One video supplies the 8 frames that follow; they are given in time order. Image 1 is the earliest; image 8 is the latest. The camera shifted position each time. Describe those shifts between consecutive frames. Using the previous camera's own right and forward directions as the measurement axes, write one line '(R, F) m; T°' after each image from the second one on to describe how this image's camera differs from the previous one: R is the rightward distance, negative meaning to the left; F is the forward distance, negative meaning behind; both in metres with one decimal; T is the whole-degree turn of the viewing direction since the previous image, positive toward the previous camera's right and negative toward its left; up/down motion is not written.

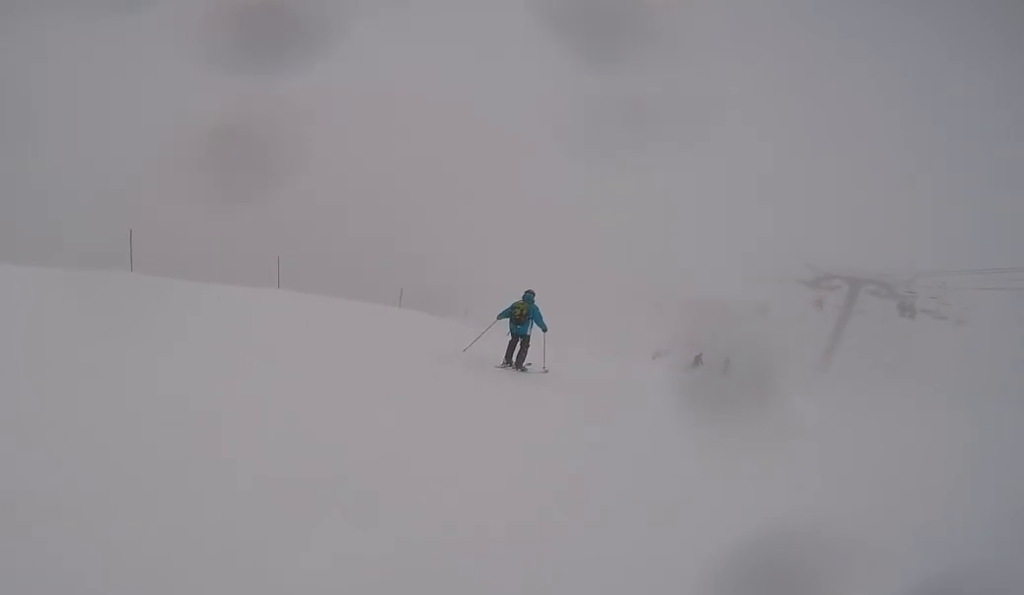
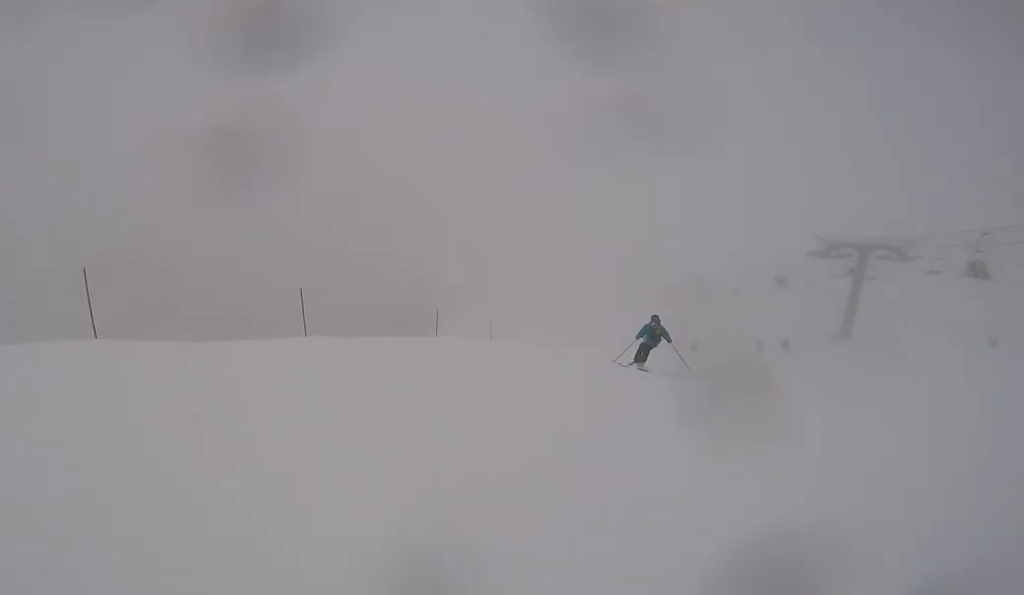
(-0.7, +4.4) m; +9°
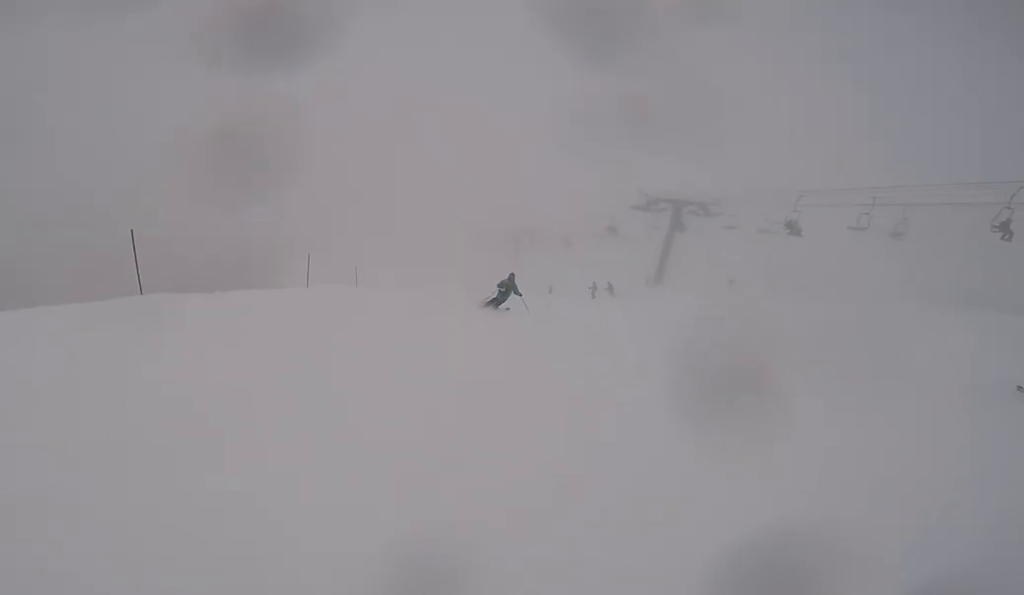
(+0.6, +2.2) m; +23°
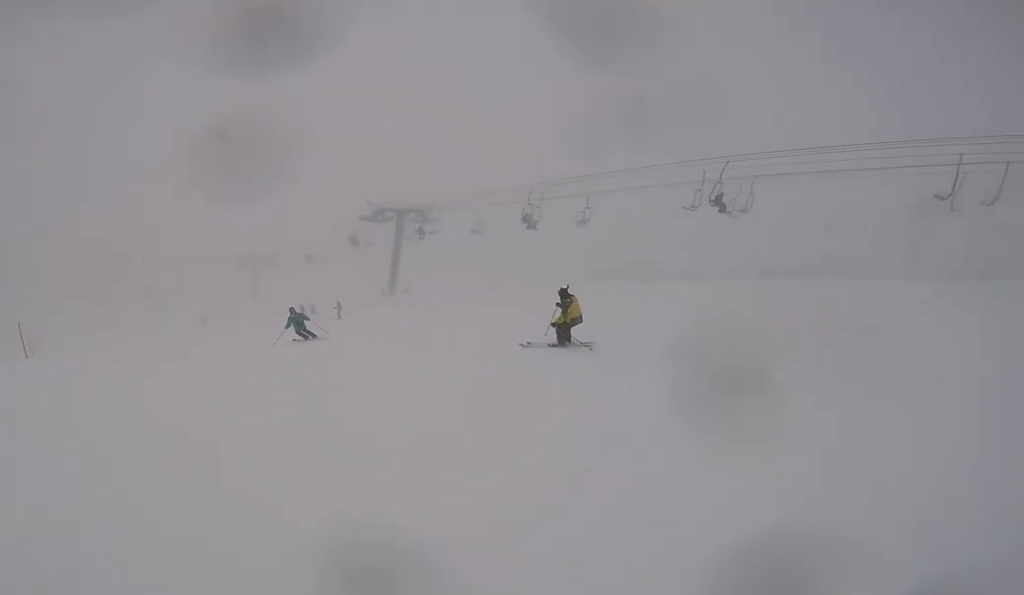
(+1.5, +3.8) m; +23°
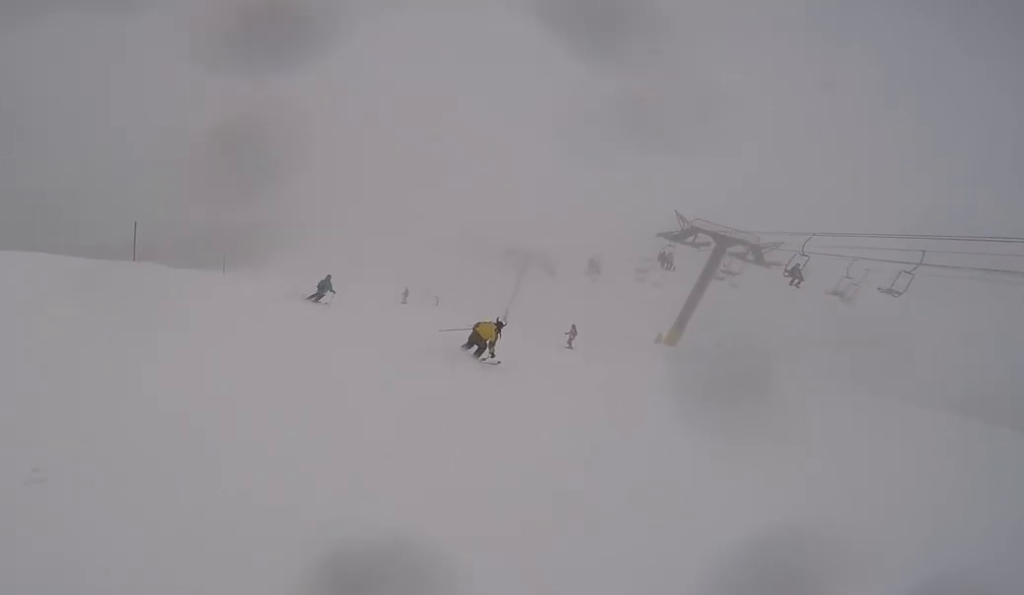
(-0.6, +8.6) m; -21°
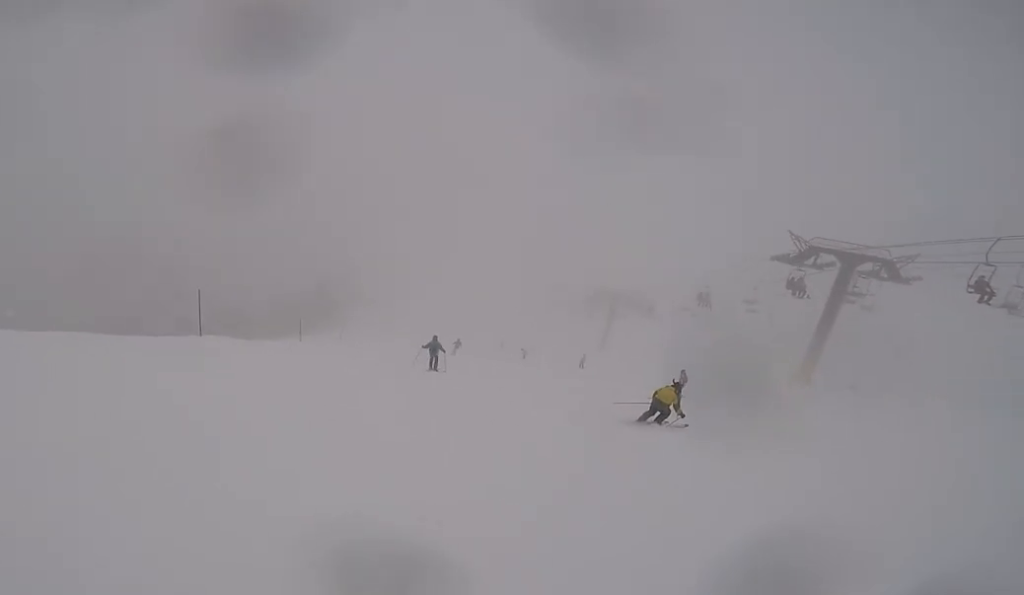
(-0.3, +2.3) m; -6°
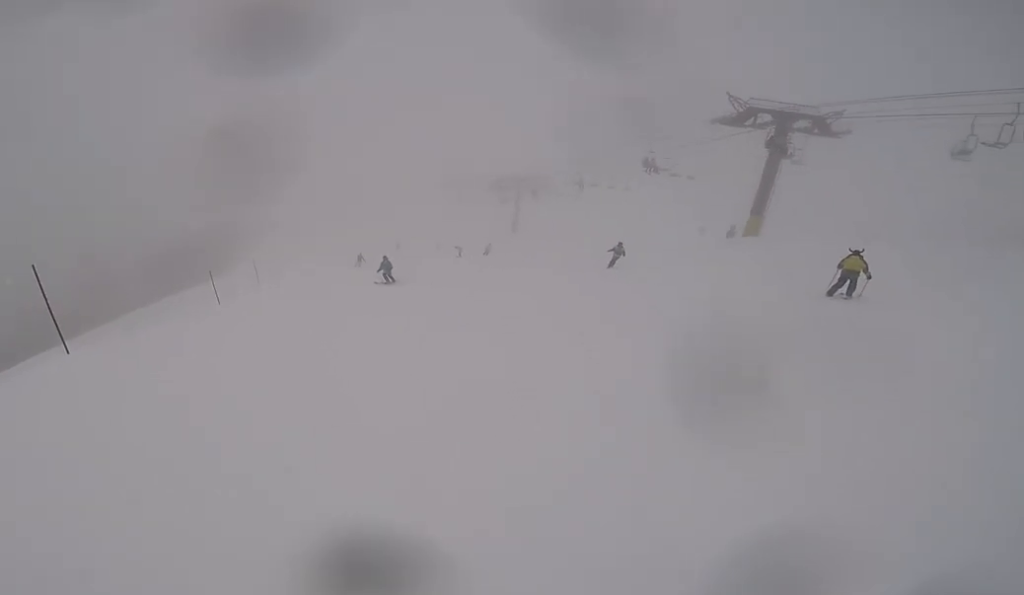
(-0.5, +5.4) m; +8°
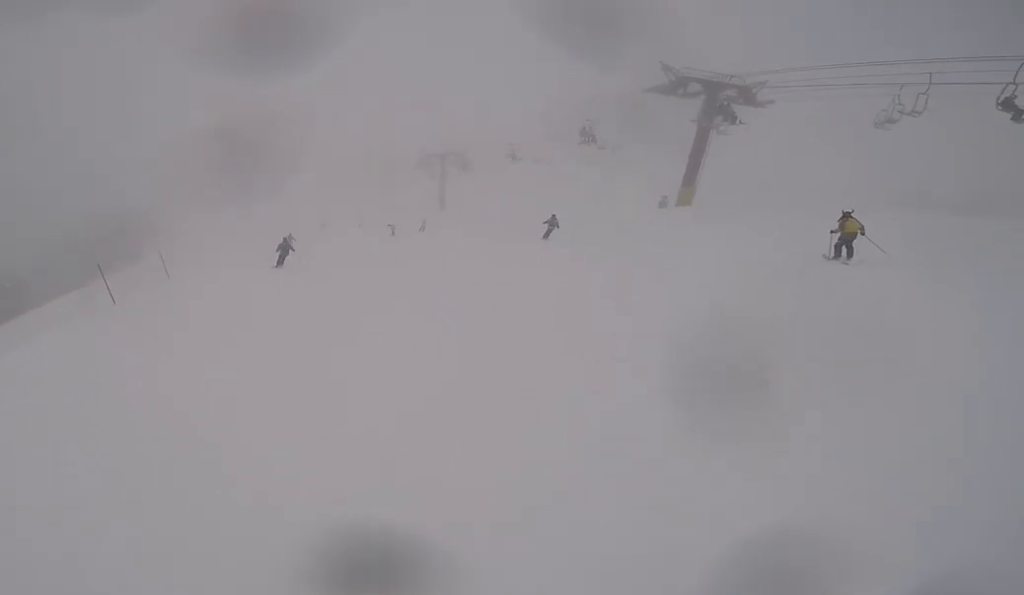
(0.0, +2.0) m; +11°
